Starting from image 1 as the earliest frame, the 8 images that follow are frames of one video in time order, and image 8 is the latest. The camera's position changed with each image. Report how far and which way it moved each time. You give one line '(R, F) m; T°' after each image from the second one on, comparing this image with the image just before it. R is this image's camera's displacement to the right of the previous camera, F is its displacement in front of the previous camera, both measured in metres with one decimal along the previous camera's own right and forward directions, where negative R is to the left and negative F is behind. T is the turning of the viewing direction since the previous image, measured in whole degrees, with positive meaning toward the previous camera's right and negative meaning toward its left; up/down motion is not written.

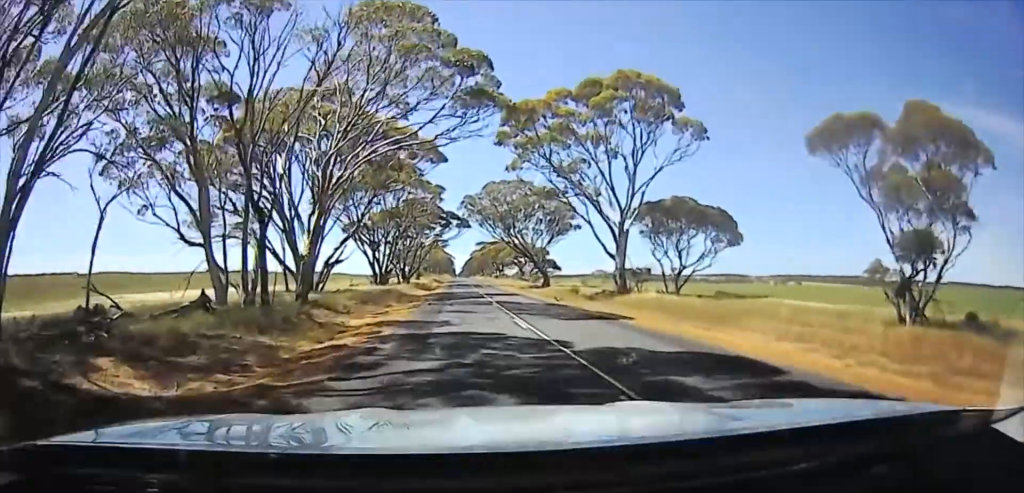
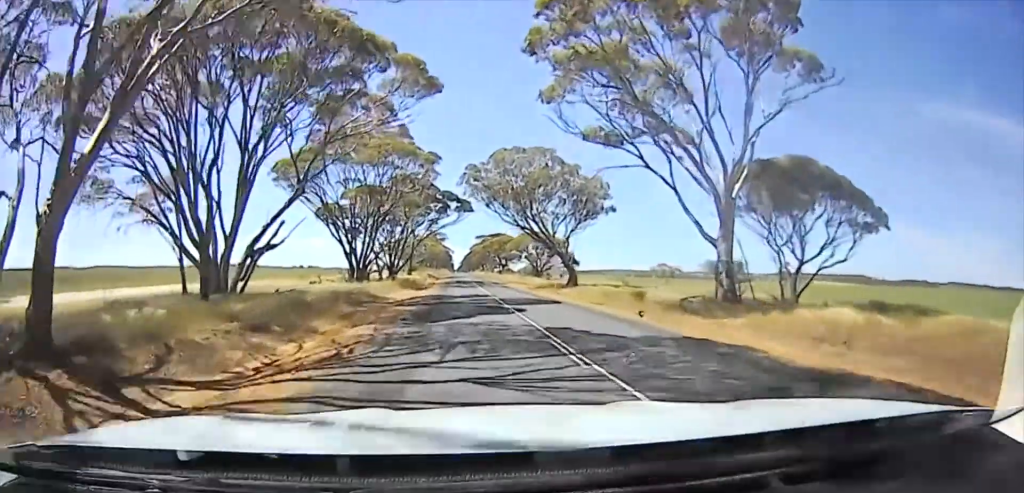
(+0.2, +15.4) m; +1°
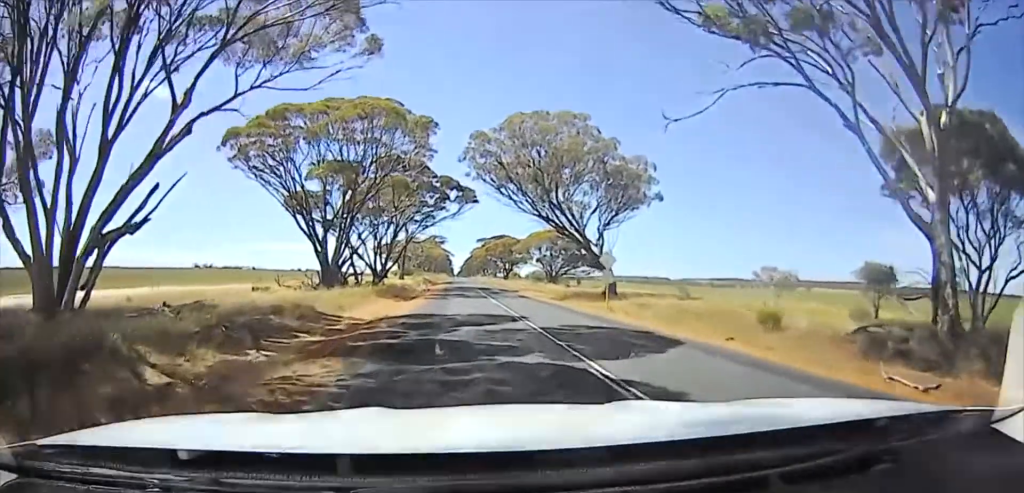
(0.0, +14.1) m; 0°
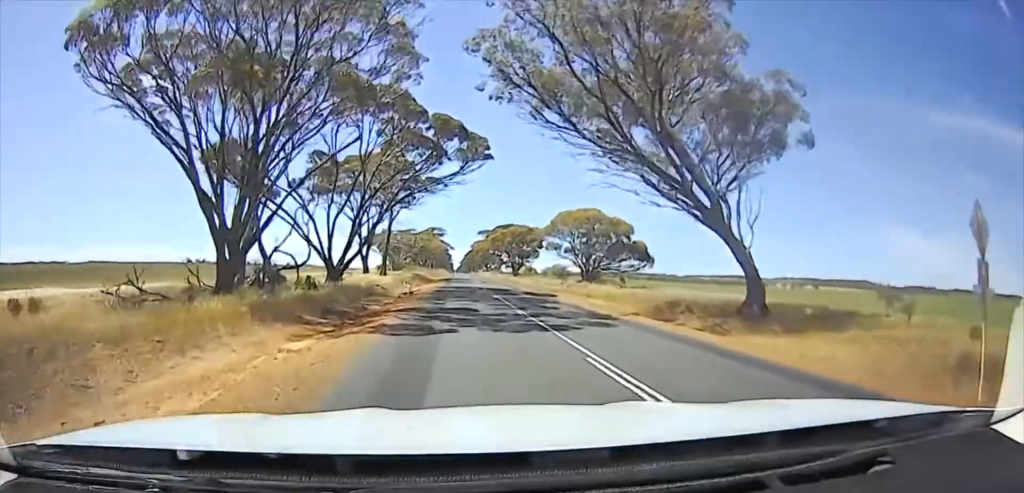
(0.0, +21.0) m; 0°
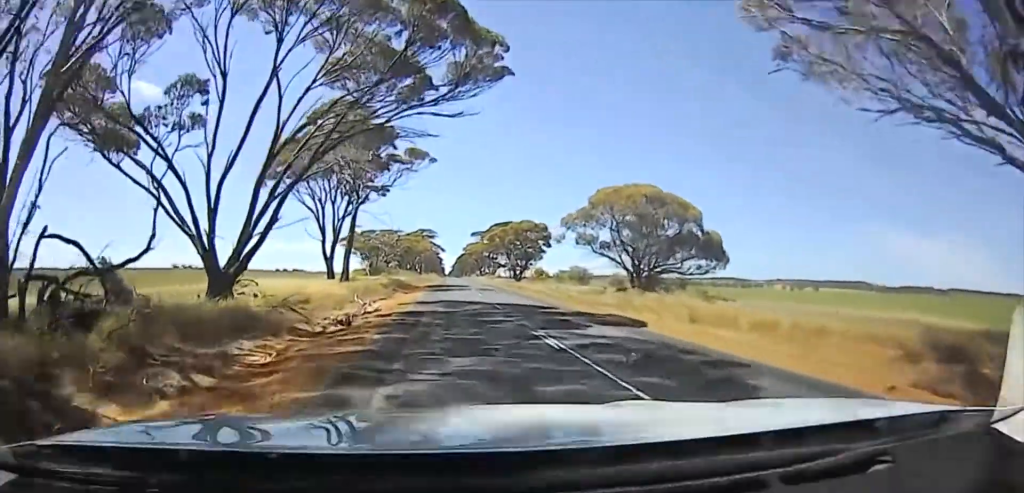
(0.0, +19.7) m; 0°
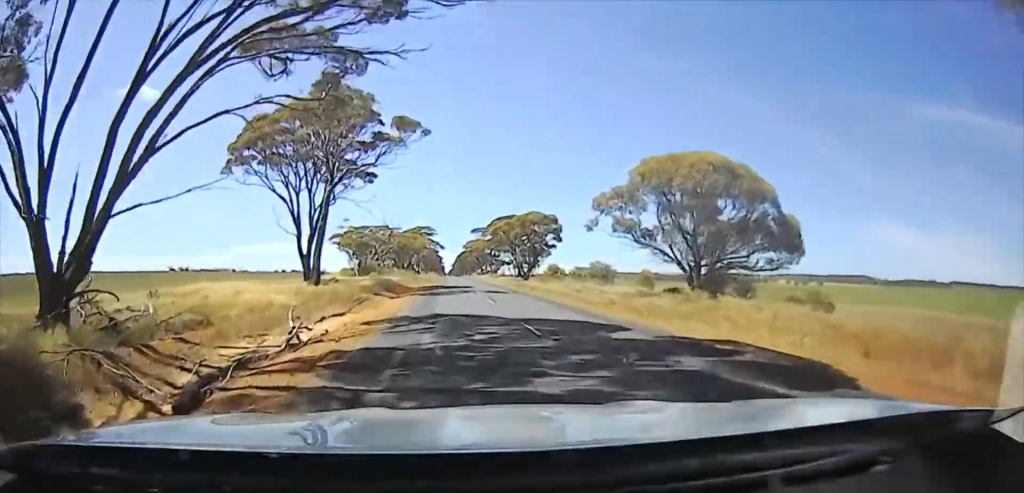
(0.0, +10.6) m; 0°
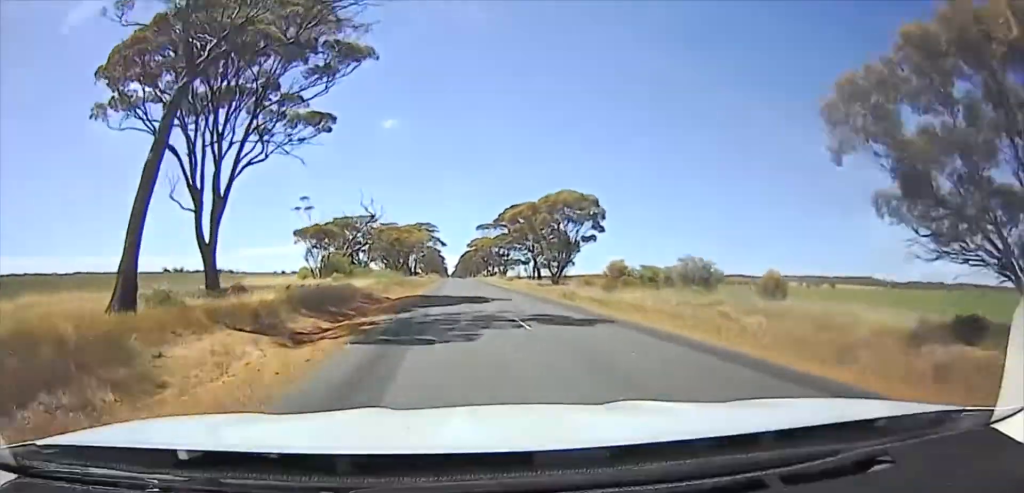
(0.0, +24.1) m; 0°
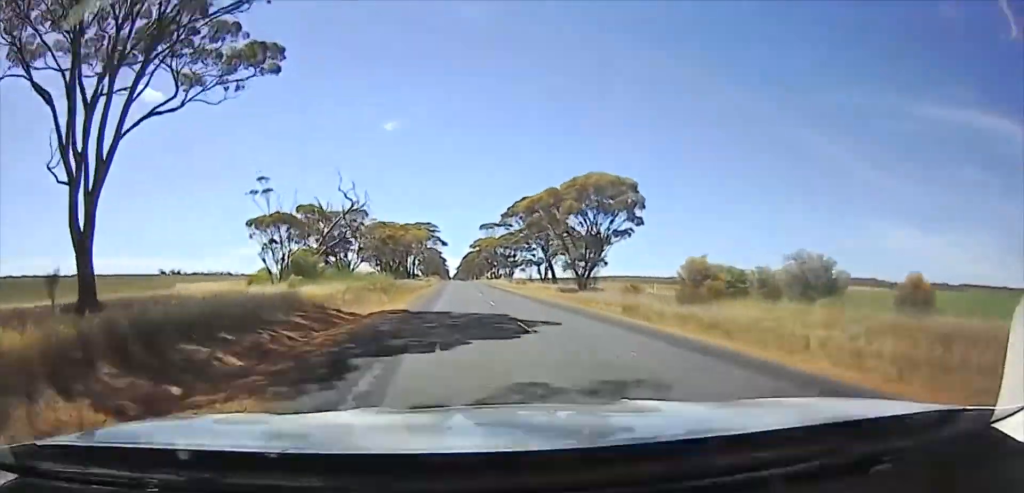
(0.0, +12.6) m; 0°
